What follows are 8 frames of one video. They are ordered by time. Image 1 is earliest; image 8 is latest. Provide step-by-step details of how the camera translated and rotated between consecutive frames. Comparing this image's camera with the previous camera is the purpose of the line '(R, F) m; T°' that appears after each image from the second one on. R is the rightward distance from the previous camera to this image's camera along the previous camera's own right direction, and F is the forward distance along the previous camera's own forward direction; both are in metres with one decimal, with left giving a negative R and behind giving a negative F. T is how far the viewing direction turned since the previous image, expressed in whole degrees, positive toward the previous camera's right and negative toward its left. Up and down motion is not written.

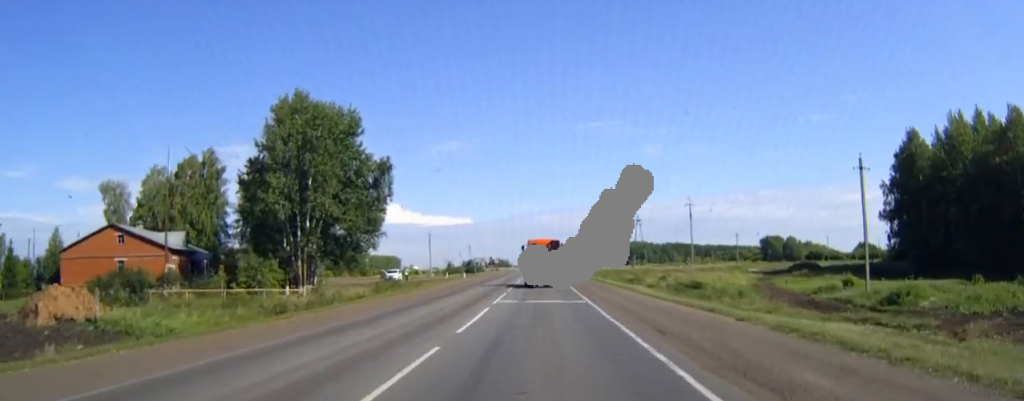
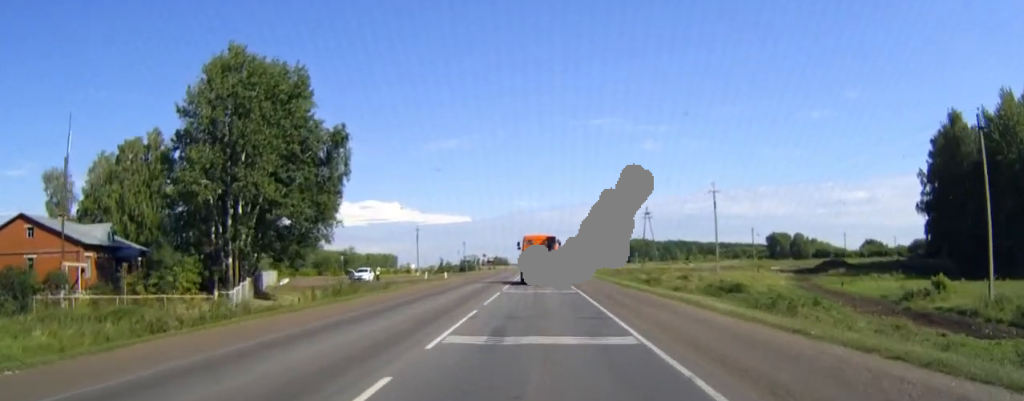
(0.0, +15.7) m; 0°
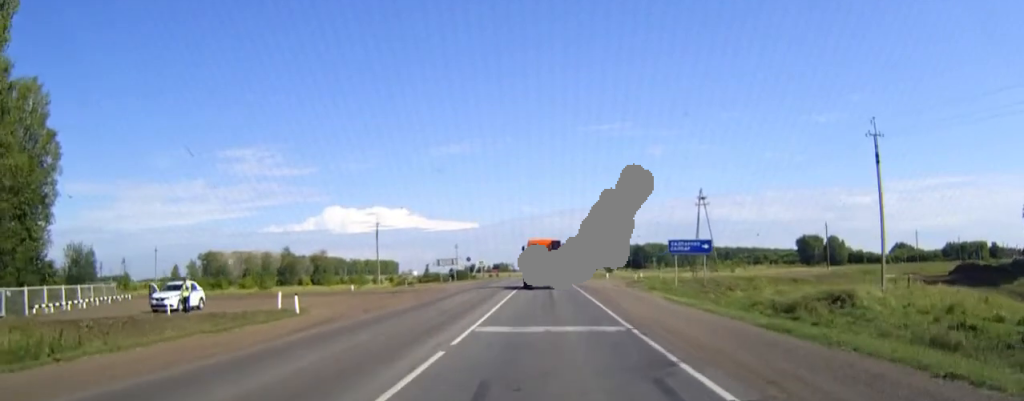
(-0.1, +44.6) m; 0°
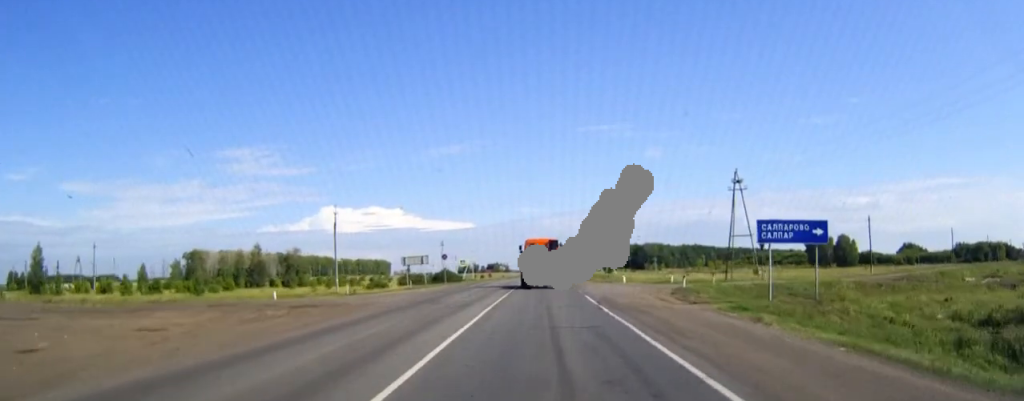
(0.0, +21.1) m; 0°
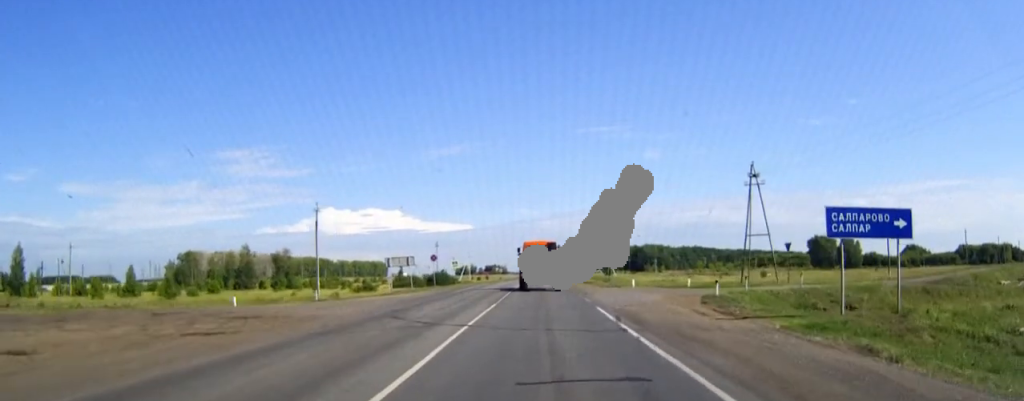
(0.0, +7.2) m; 0°
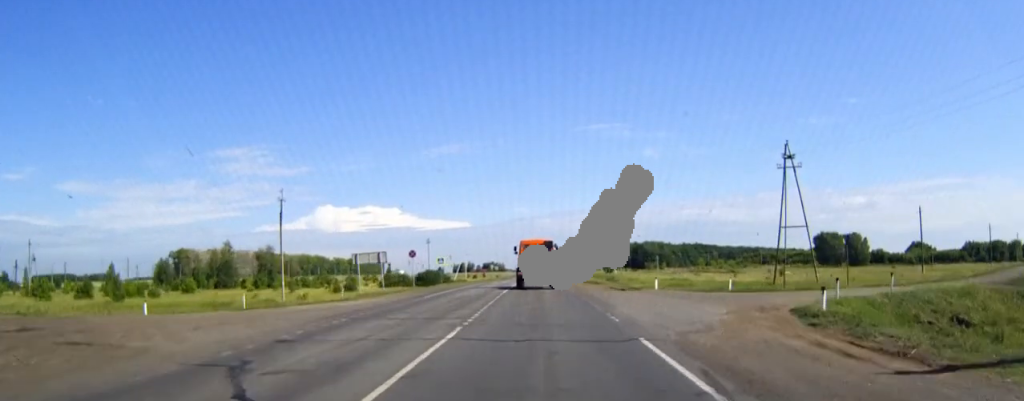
(0.0, +11.6) m; 0°
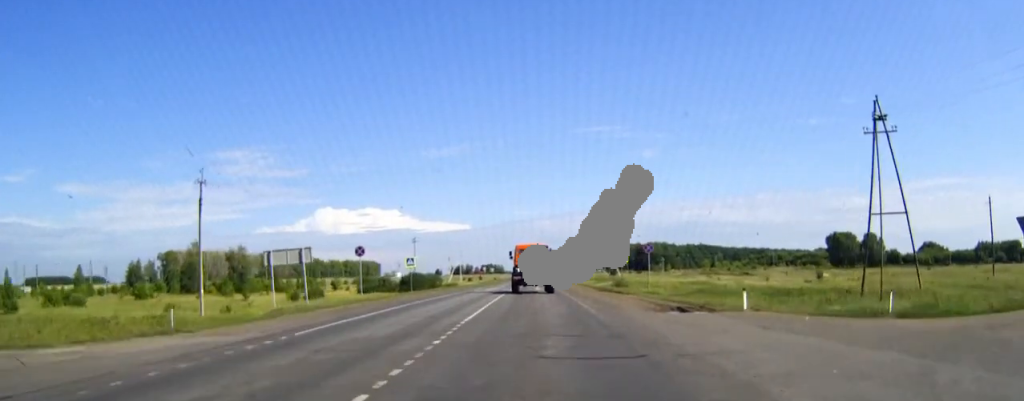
(0.0, +18.7) m; 0°
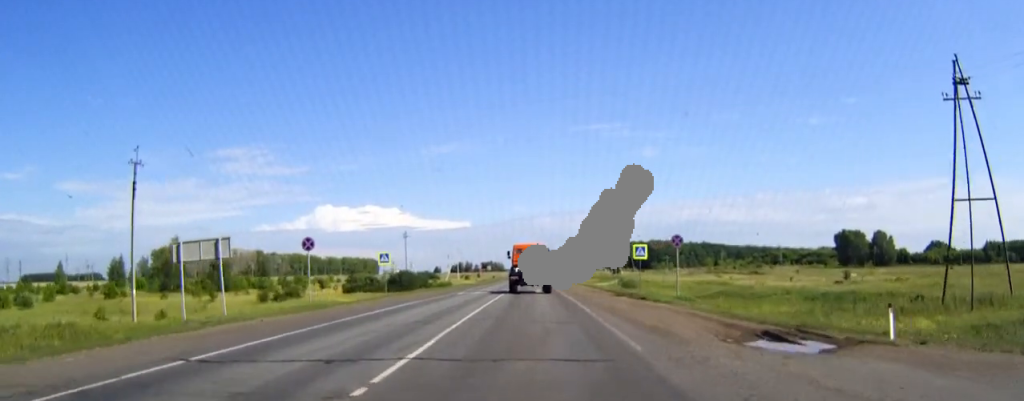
(0.0, +10.5) m; 0°
